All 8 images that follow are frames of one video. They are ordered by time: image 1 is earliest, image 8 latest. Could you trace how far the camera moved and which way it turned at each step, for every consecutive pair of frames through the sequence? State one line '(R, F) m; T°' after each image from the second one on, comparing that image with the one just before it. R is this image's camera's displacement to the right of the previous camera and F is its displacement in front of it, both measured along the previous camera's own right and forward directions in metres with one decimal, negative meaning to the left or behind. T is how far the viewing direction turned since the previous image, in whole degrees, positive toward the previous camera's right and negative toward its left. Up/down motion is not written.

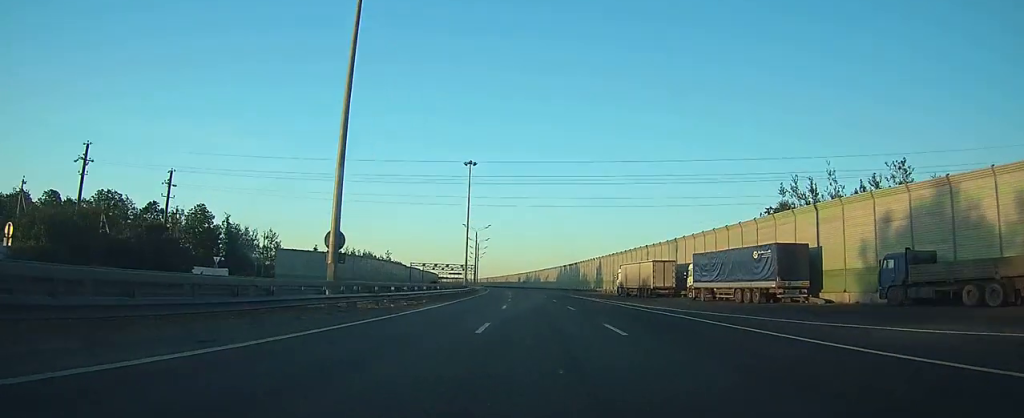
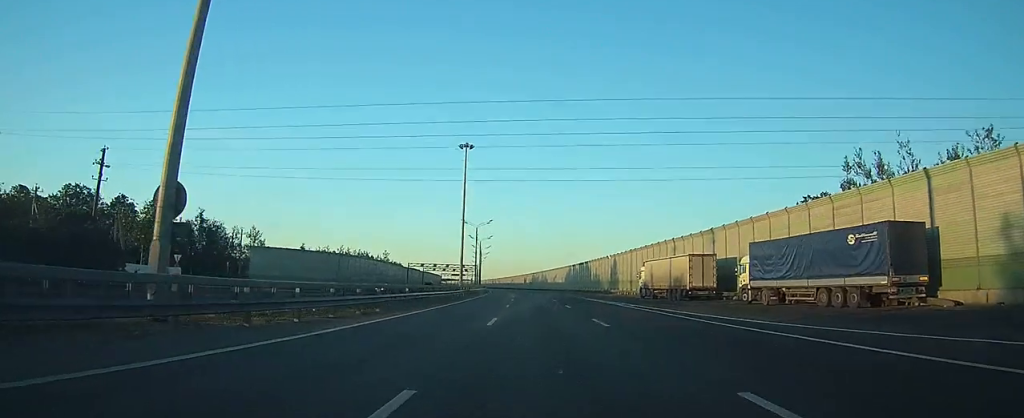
(-0.1, +12.6) m; -1°
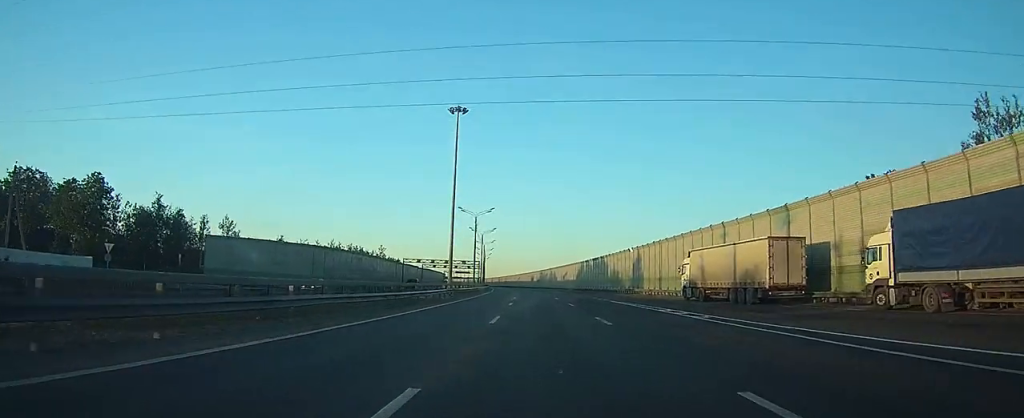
(-0.1, +16.2) m; -1°
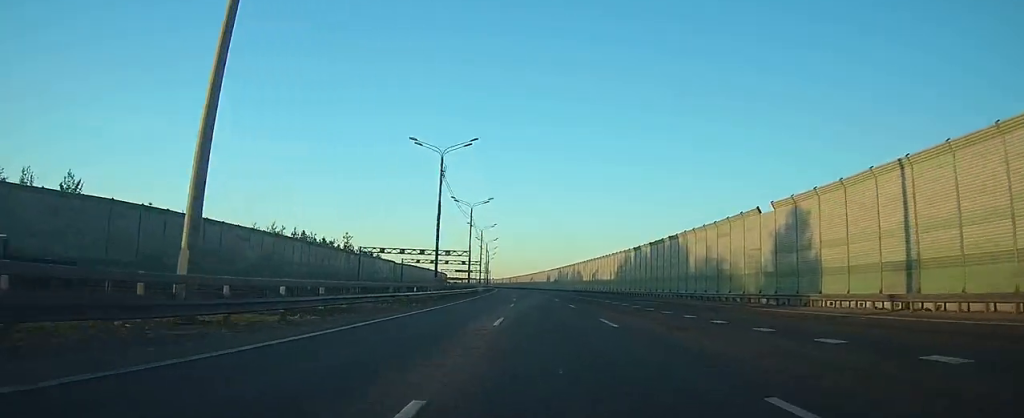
(-0.7, +49.3) m; -2°
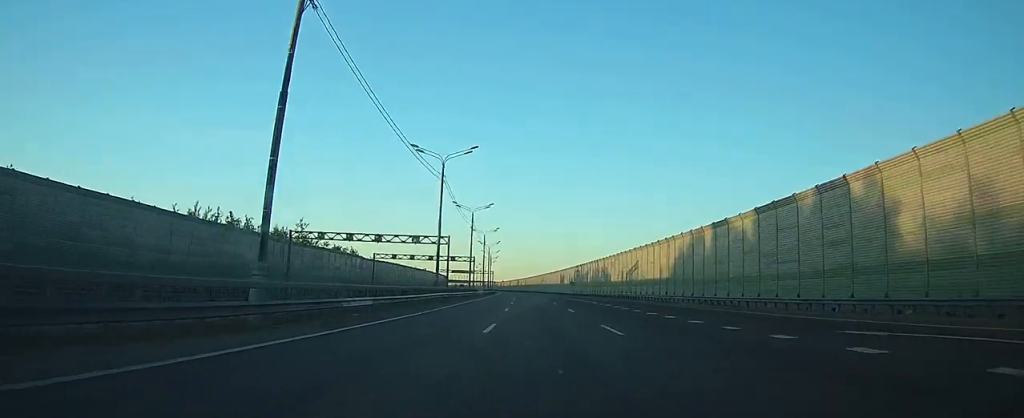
(-0.6, +34.0) m; -1°
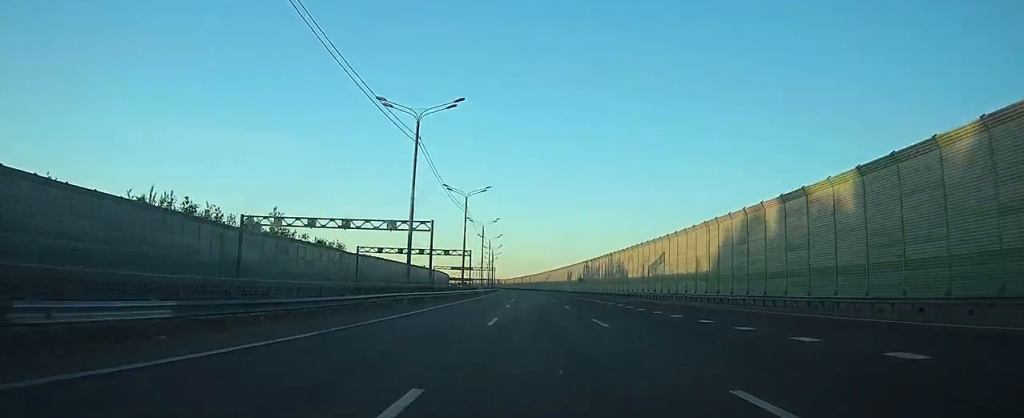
(0.0, +13.4) m; 0°
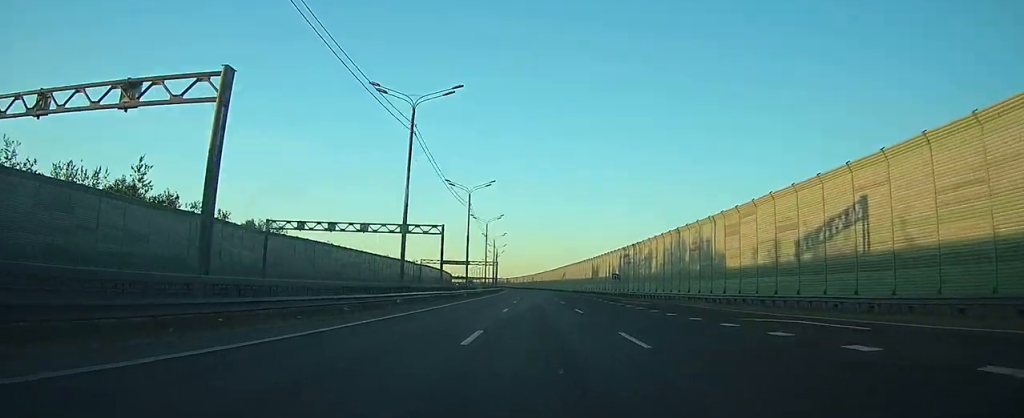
(-0.3, +38.7) m; -1°
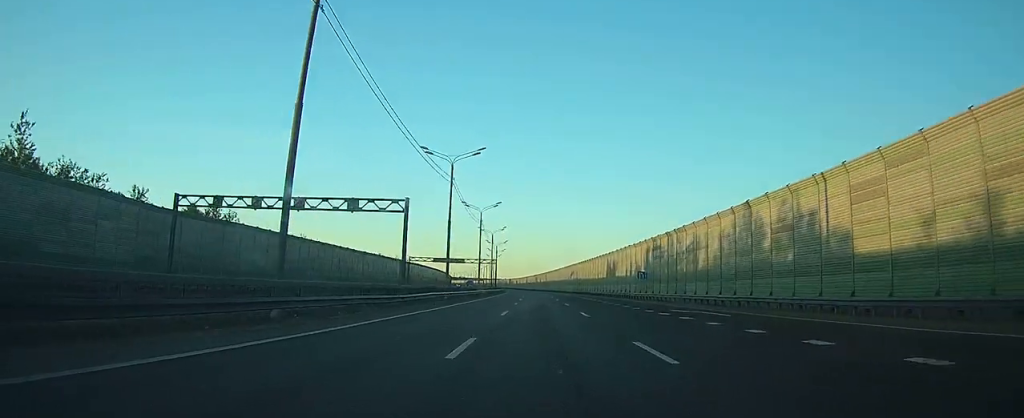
(-0.1, +18.1) m; 0°
